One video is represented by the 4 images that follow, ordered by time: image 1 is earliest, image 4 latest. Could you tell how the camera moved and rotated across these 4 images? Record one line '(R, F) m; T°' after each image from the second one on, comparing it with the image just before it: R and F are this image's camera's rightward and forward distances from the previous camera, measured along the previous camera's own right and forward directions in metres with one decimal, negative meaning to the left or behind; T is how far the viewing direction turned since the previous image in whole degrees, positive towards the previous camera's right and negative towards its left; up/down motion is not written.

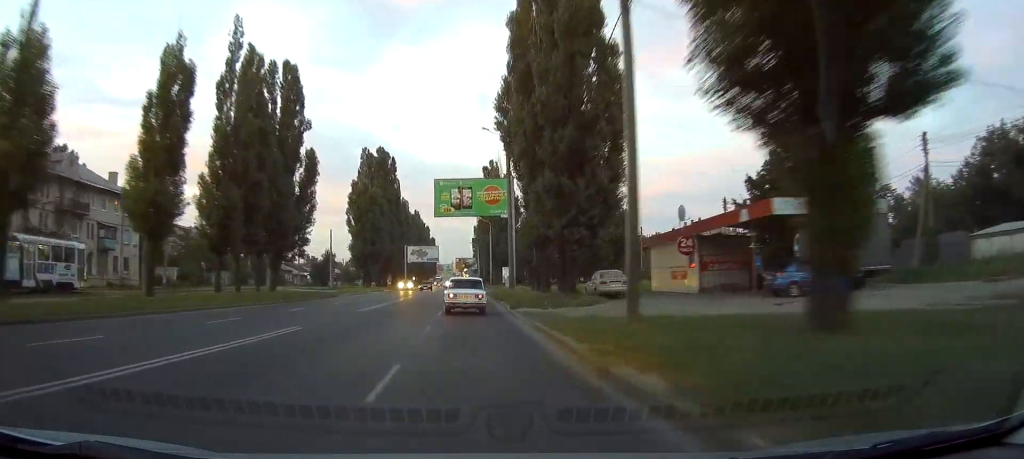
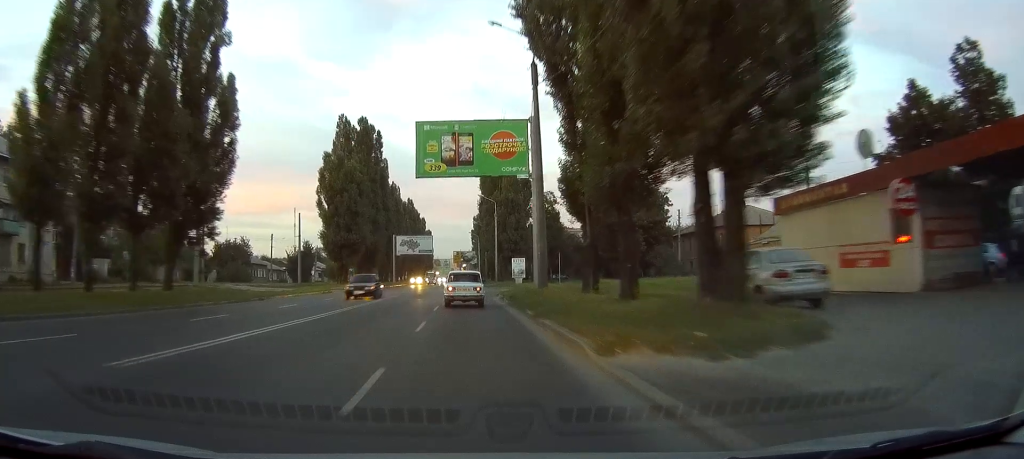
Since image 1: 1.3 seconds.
(+0.3, +19.7) m; +2°
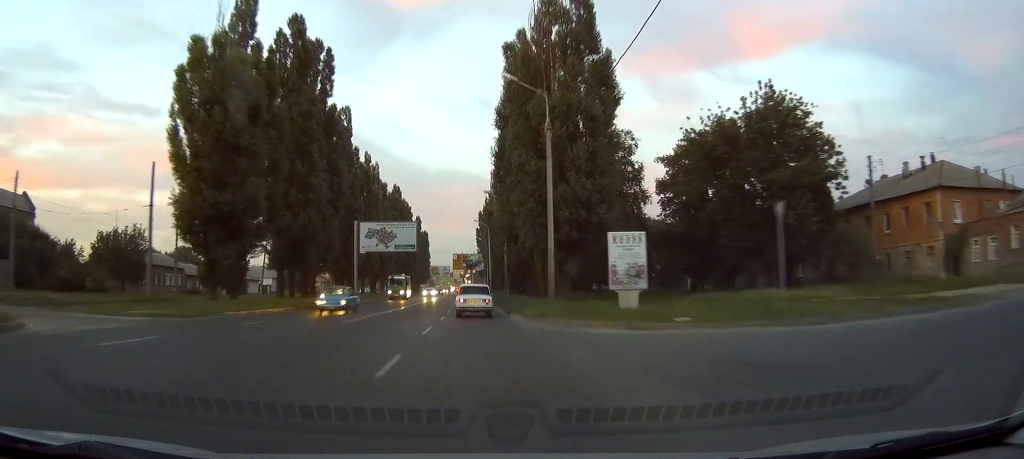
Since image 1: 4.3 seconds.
(+0.5, +44.0) m; +2°
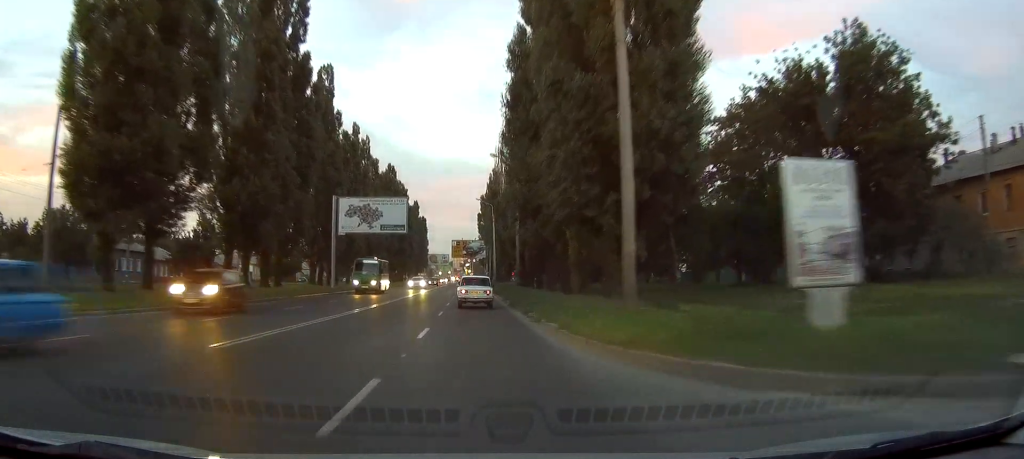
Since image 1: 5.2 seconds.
(+0.1, +12.6) m; 0°
